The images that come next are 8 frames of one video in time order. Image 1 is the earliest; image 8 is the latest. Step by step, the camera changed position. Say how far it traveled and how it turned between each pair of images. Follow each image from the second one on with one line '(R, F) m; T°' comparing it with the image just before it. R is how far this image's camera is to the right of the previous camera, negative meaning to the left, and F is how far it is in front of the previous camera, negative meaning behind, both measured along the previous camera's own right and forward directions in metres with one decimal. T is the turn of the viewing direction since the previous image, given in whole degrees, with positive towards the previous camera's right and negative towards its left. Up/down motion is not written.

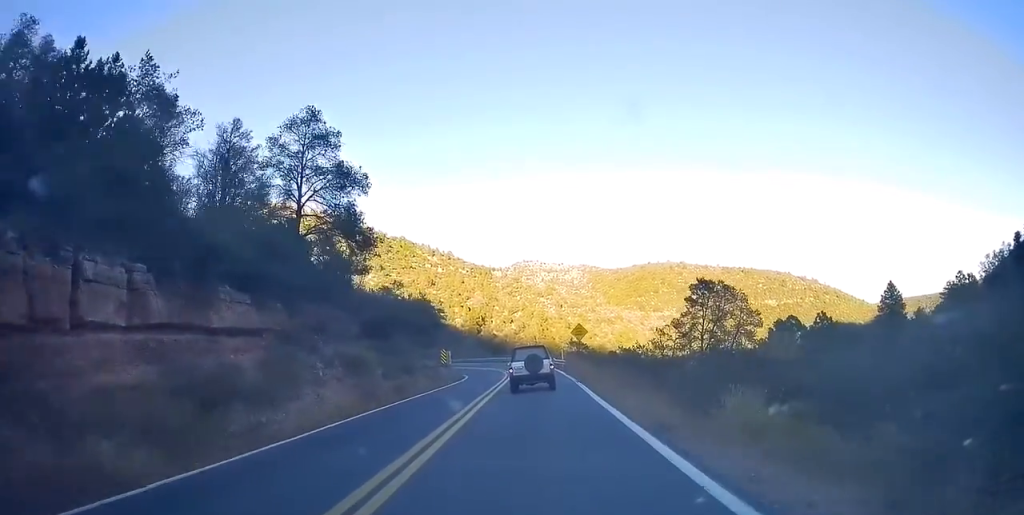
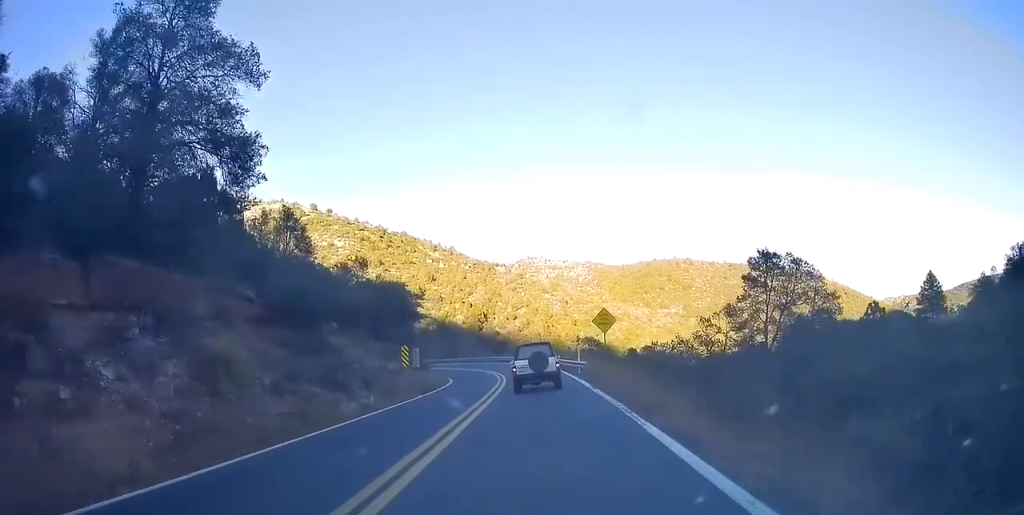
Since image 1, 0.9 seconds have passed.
(-0.3, +13.0) m; -2°
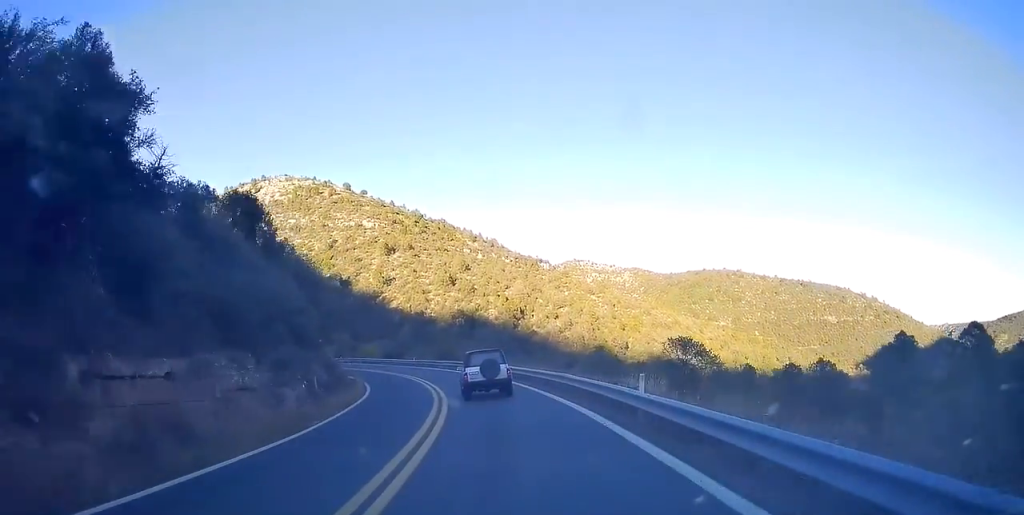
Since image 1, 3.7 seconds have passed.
(-0.6, +37.4) m; -5°
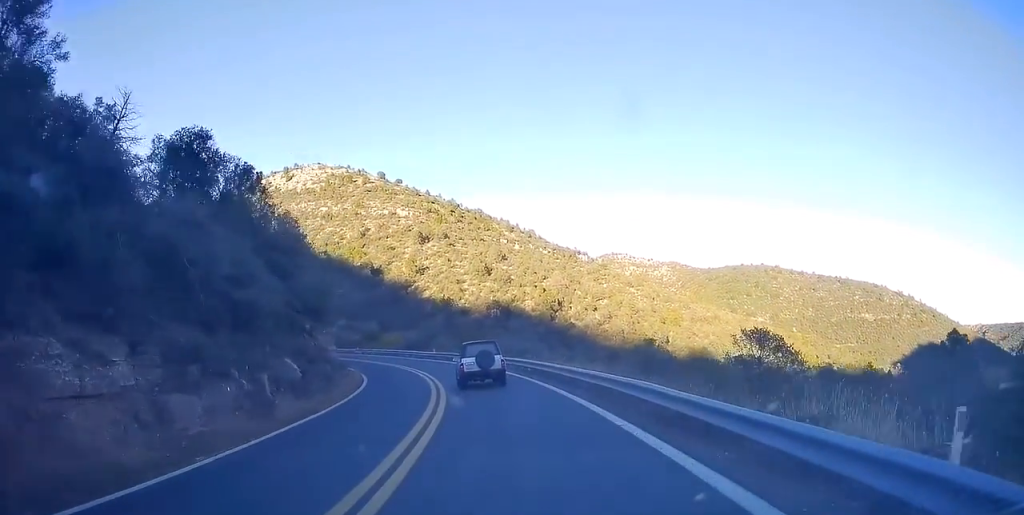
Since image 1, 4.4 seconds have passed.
(-0.2, +8.6) m; -5°
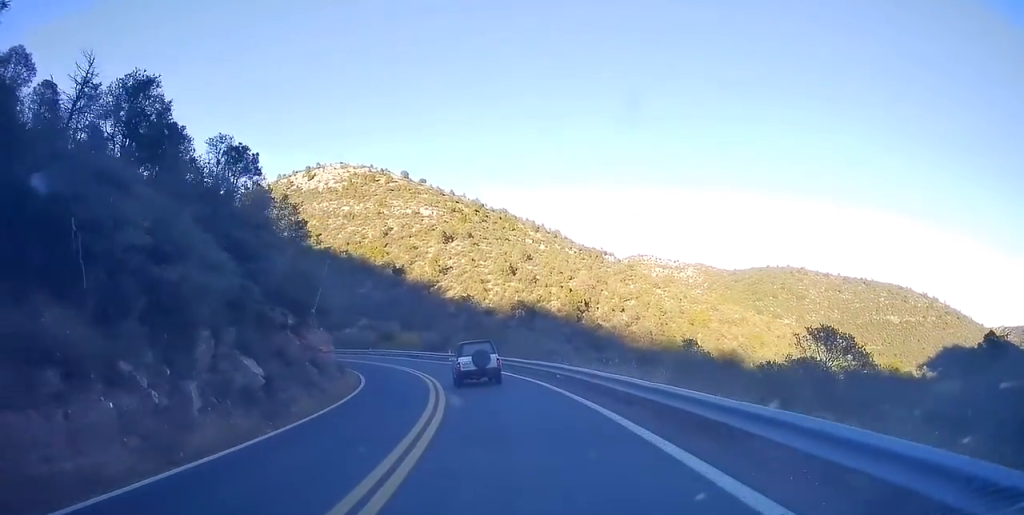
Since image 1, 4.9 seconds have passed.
(-0.1, +5.7) m; -4°
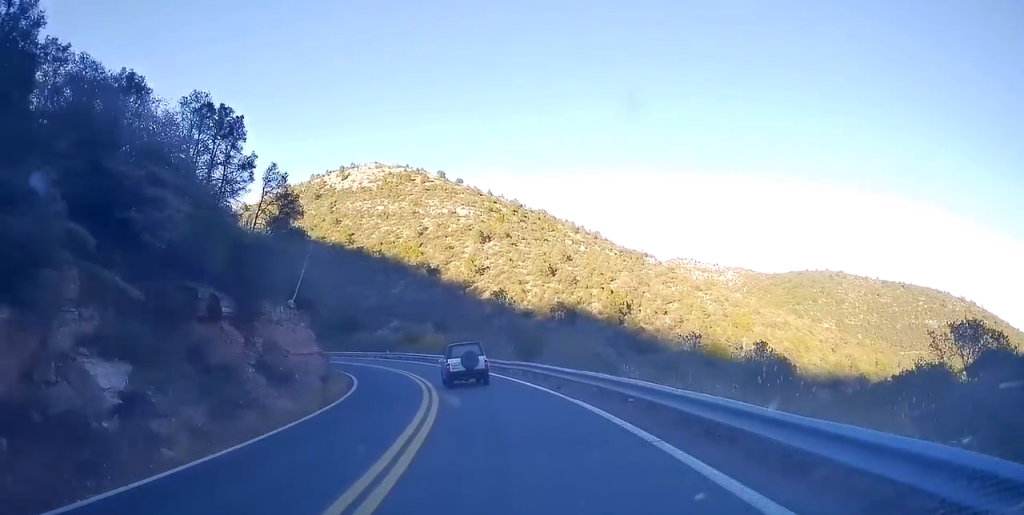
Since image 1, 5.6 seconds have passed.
(-0.6, +9.0) m; -3°
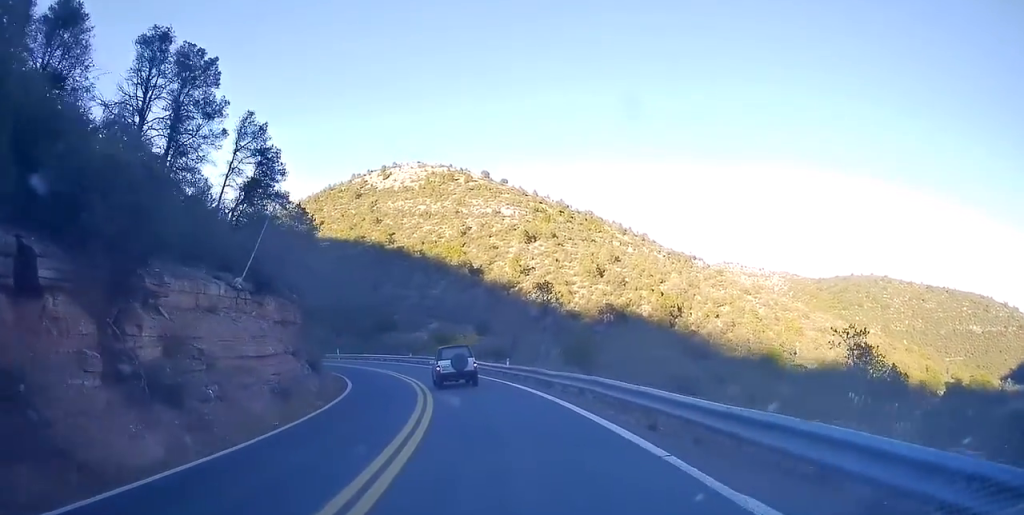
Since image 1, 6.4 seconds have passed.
(-0.3, +9.7) m; -2°
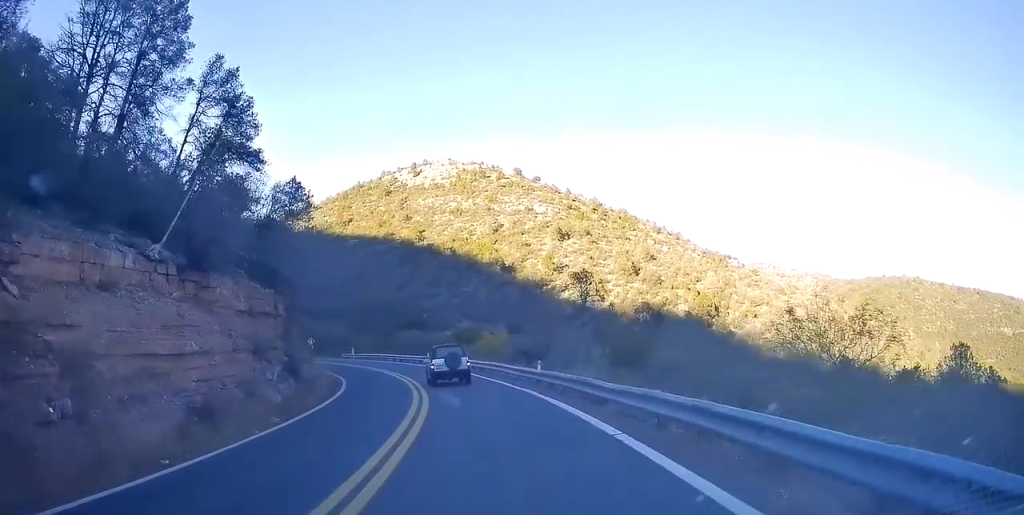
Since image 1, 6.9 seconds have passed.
(+0.5, +6.9) m; -2°
